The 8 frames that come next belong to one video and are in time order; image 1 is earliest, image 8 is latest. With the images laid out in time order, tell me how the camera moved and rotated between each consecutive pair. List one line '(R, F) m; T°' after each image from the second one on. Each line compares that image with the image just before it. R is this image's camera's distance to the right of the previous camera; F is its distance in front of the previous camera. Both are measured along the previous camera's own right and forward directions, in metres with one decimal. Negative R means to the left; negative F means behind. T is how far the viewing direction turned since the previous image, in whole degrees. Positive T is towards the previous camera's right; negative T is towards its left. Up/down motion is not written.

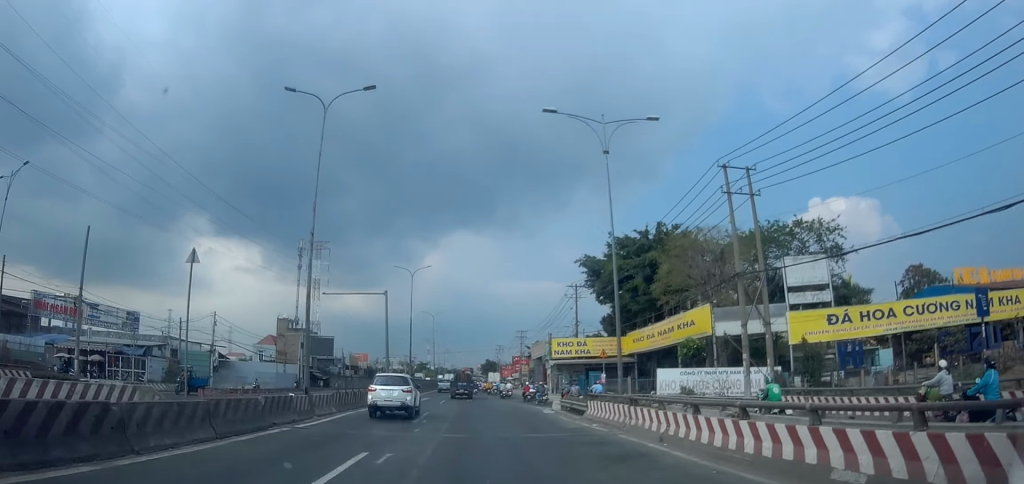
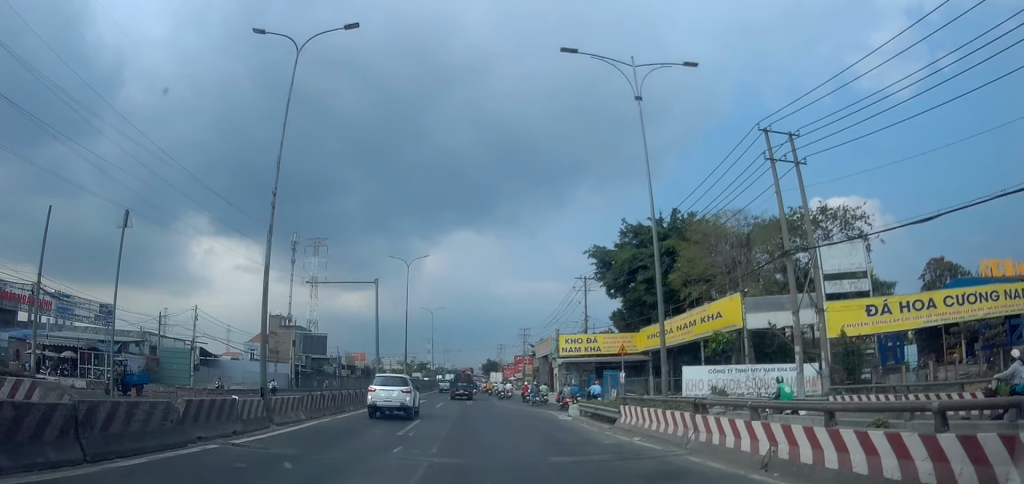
(-0.1, +4.4) m; -1°
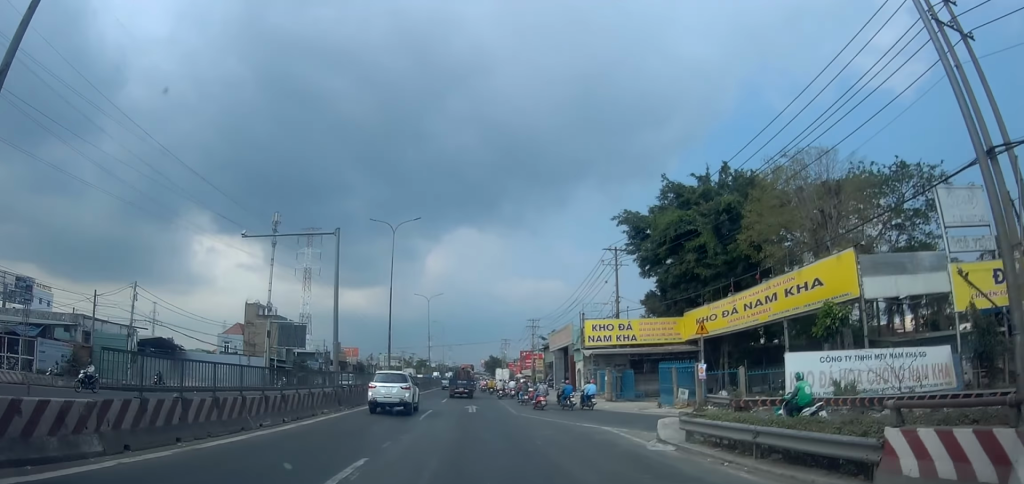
(+0.1, +10.9) m; 0°
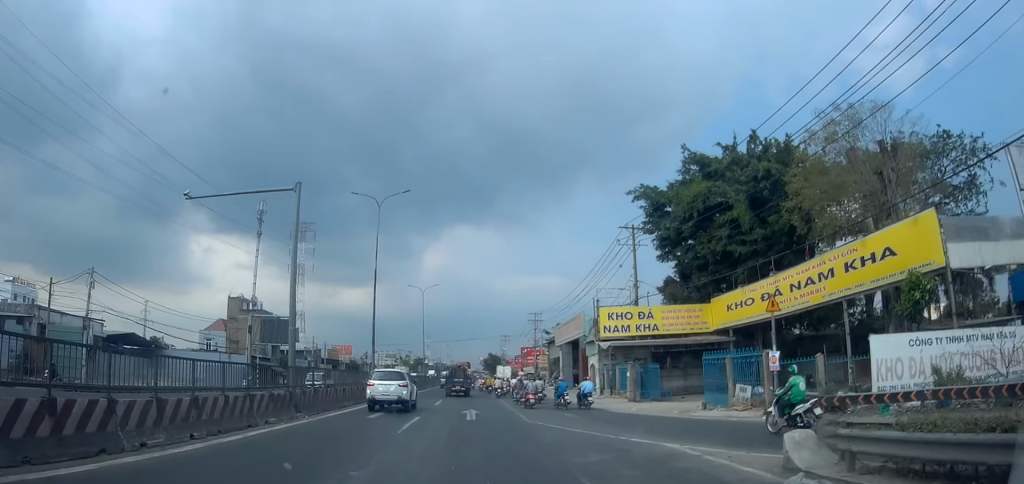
(0.0, +5.4) m; 0°
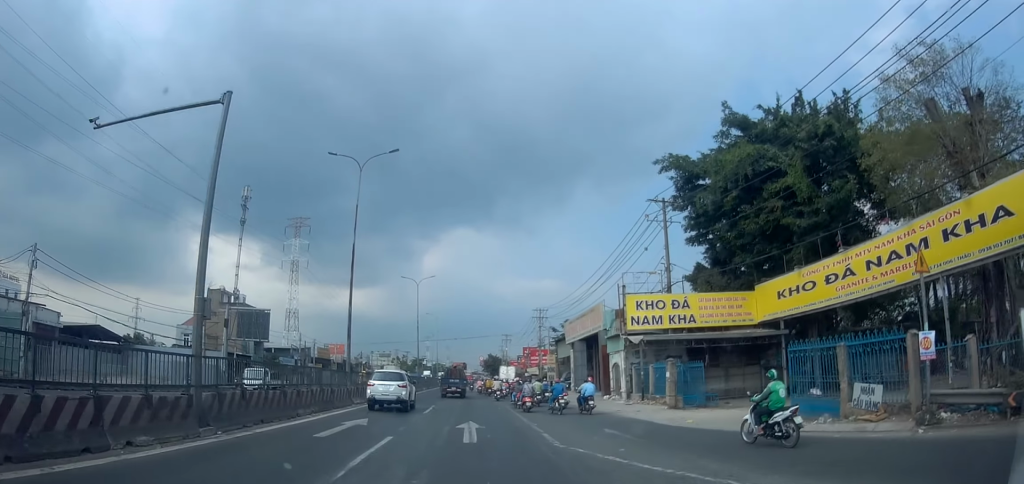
(0.0, +6.4) m; 0°
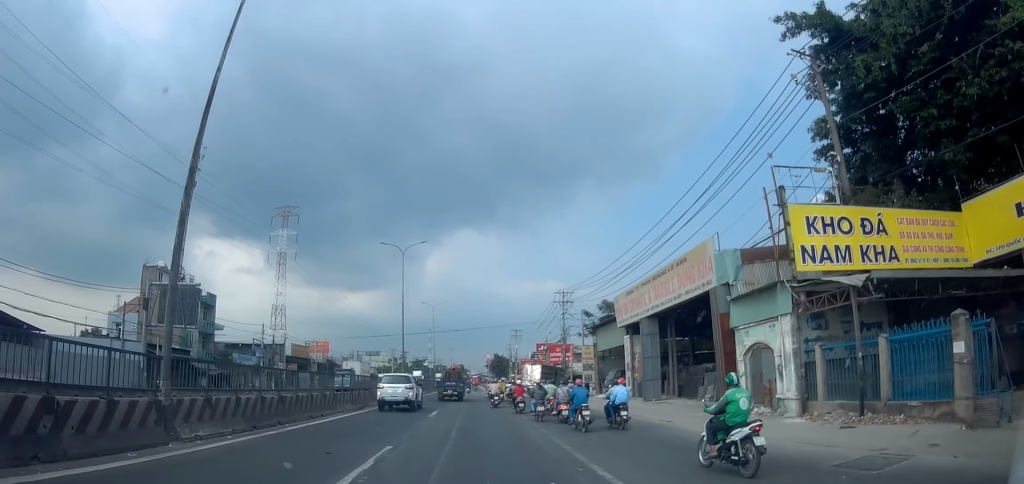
(+0.1, +16.5) m; +1°
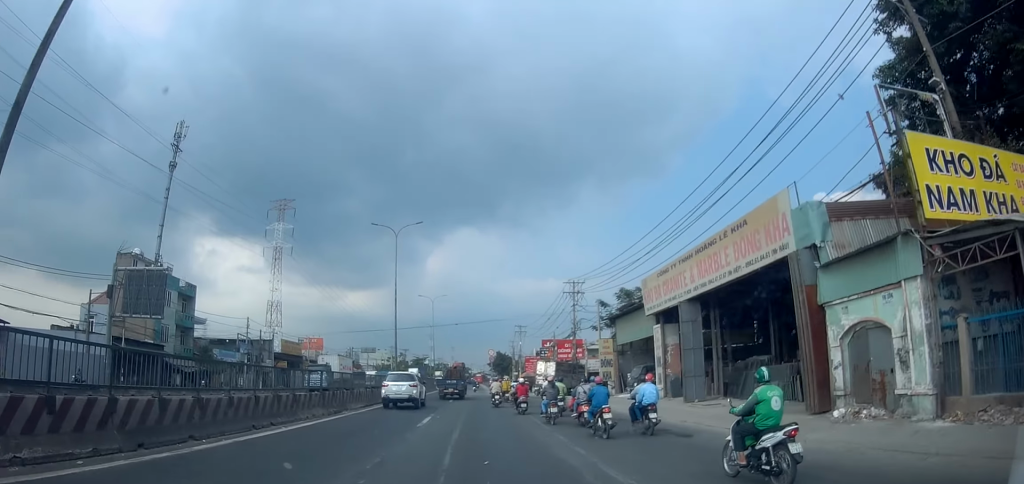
(0.0, +5.2) m; 0°
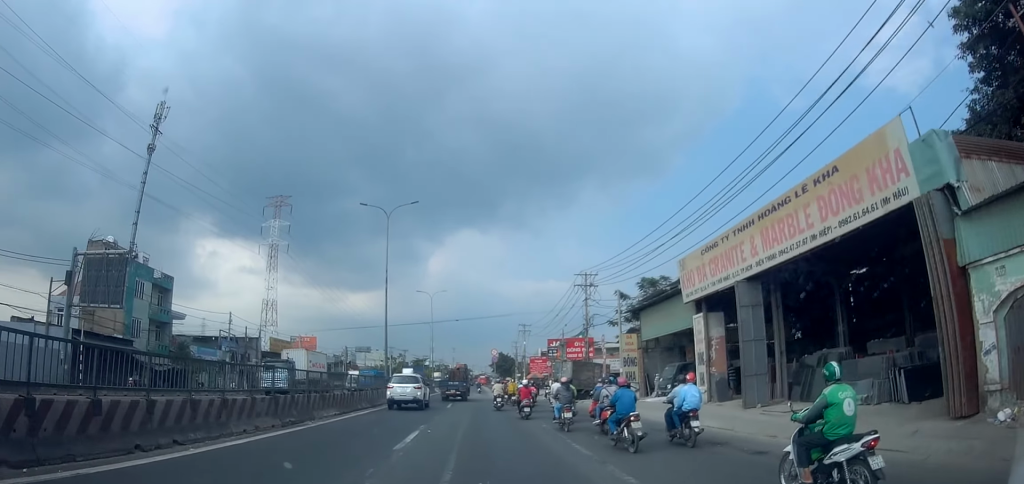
(0.0, +5.1) m; 0°
